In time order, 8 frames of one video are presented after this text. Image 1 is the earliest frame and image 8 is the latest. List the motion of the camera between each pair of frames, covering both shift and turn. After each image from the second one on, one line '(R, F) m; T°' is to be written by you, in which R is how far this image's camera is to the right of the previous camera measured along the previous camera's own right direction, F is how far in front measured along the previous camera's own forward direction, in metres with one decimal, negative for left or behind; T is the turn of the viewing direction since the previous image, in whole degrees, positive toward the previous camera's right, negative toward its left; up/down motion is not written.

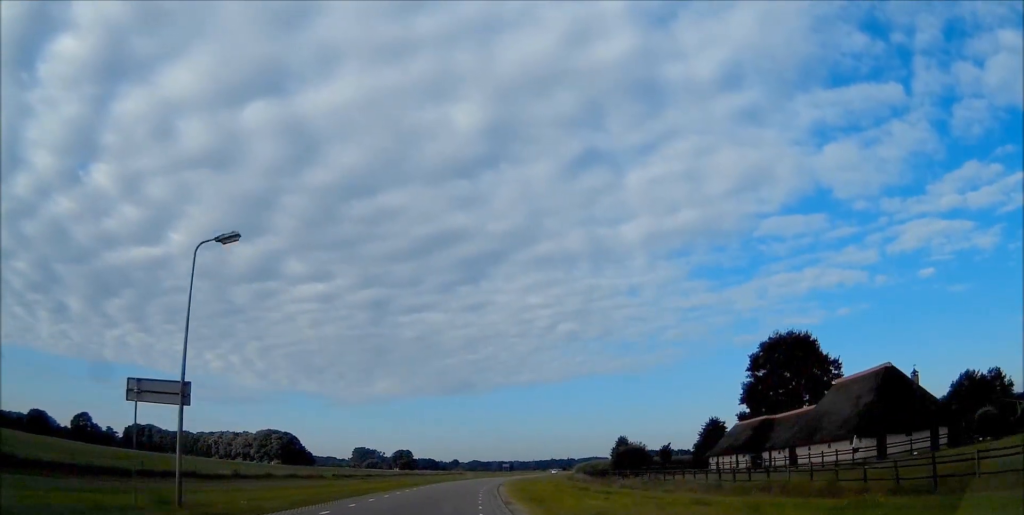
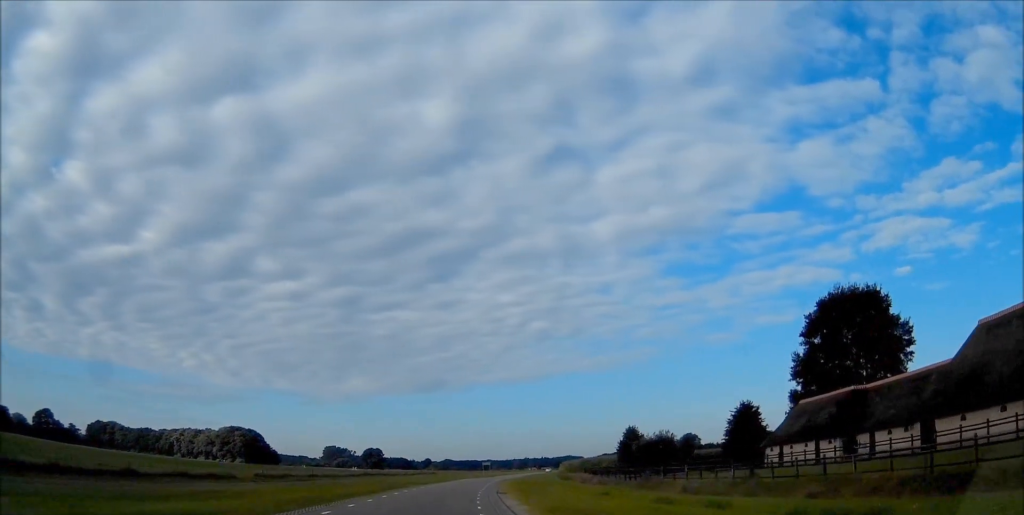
(+0.5, +26.4) m; +3°
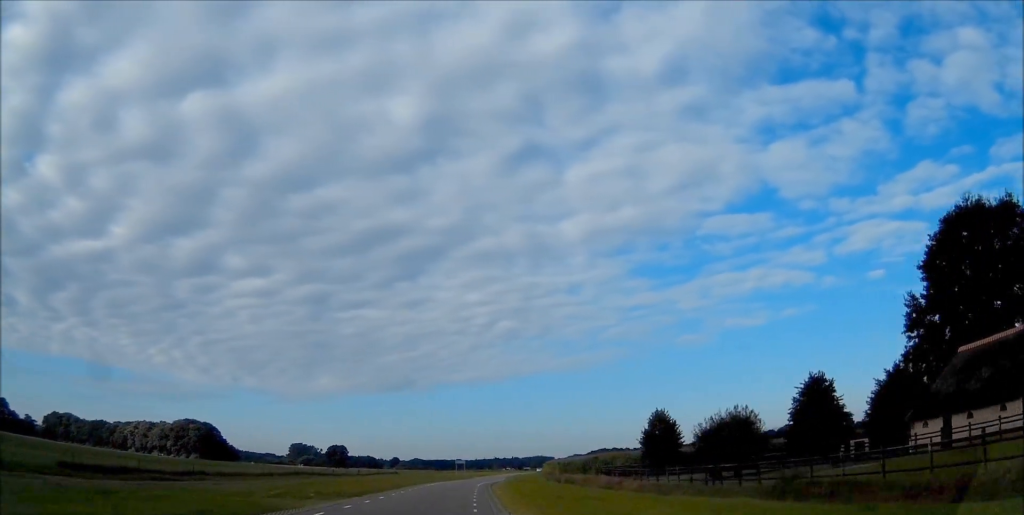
(+1.0, +30.1) m; +3°
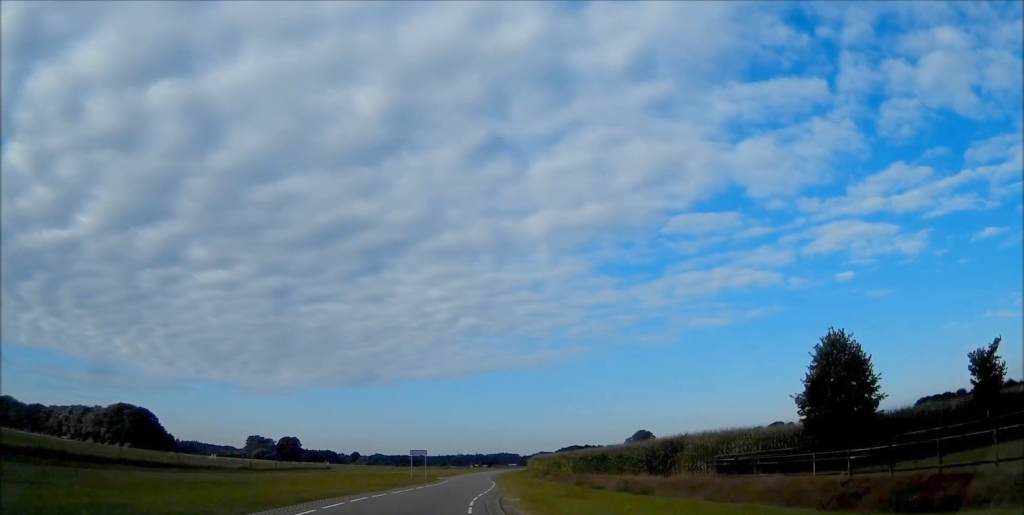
(+0.9, +41.7) m; +3°
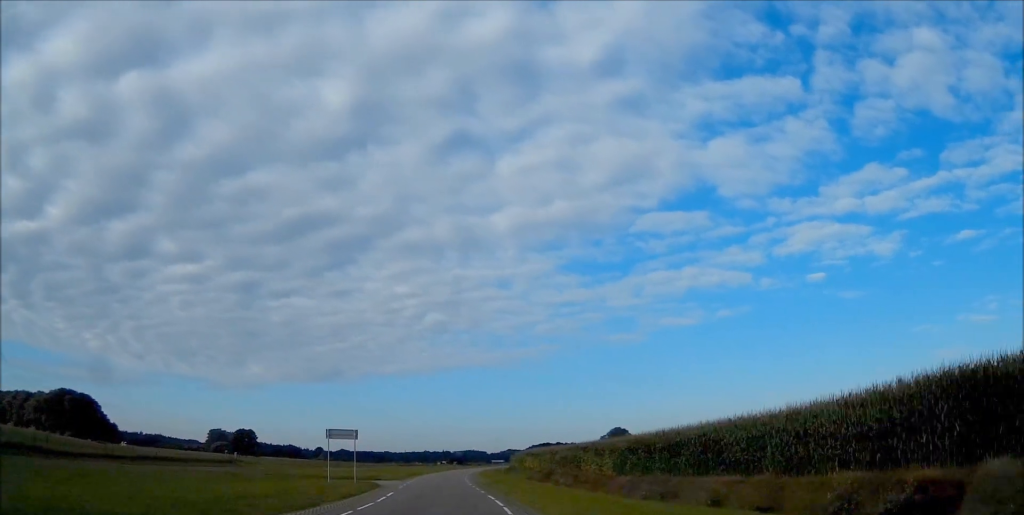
(+0.6, +30.6) m; +2°
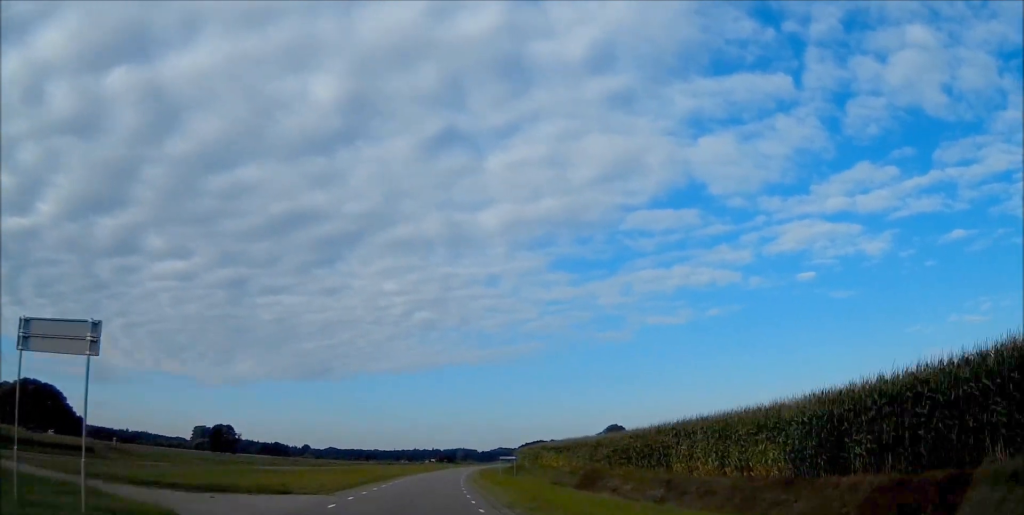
(+0.4, +24.3) m; +1°
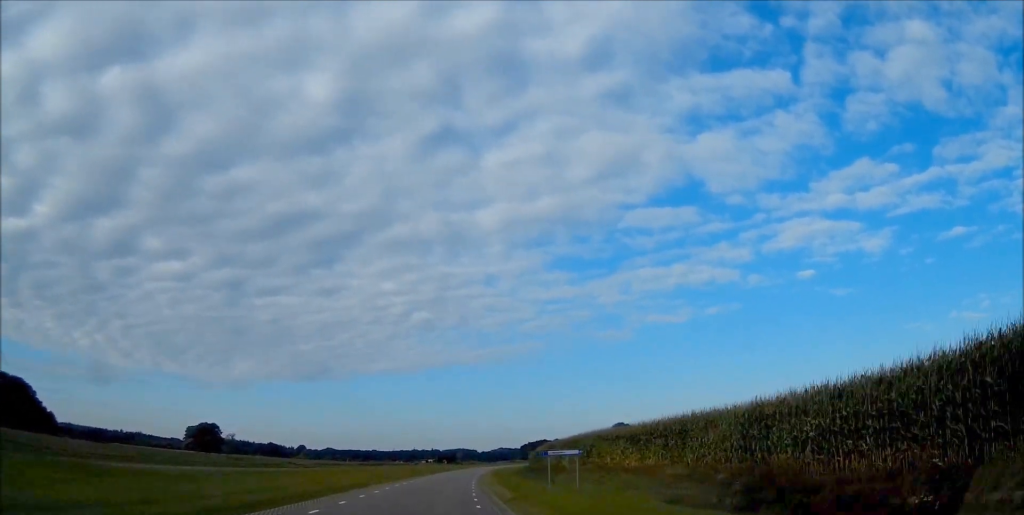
(-0.1, +25.6) m; 0°
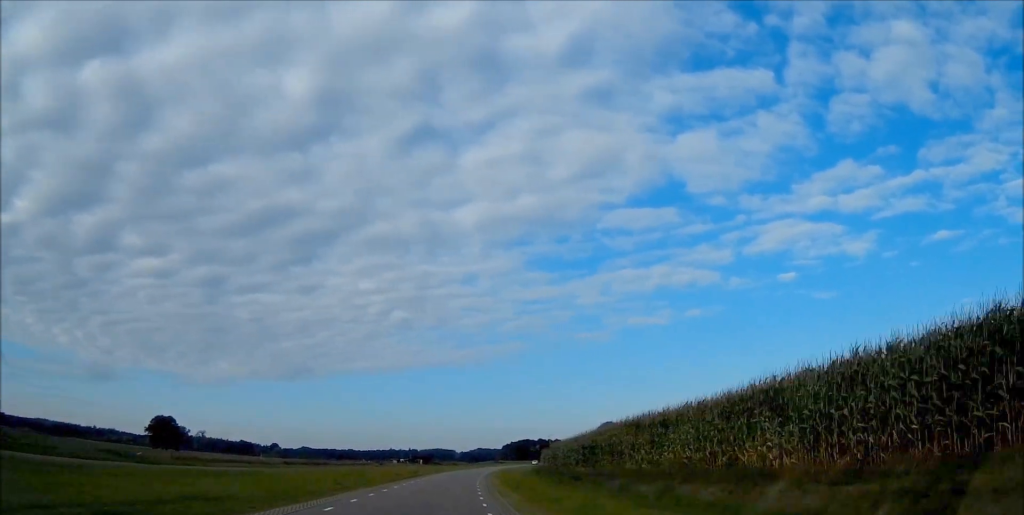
(+0.2, +35.0) m; +1°
